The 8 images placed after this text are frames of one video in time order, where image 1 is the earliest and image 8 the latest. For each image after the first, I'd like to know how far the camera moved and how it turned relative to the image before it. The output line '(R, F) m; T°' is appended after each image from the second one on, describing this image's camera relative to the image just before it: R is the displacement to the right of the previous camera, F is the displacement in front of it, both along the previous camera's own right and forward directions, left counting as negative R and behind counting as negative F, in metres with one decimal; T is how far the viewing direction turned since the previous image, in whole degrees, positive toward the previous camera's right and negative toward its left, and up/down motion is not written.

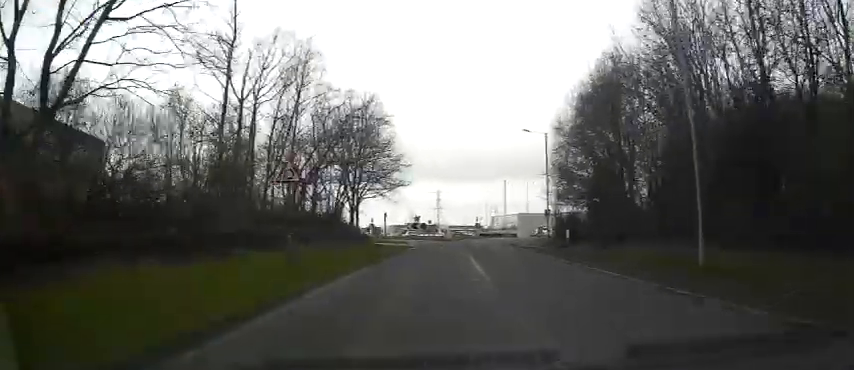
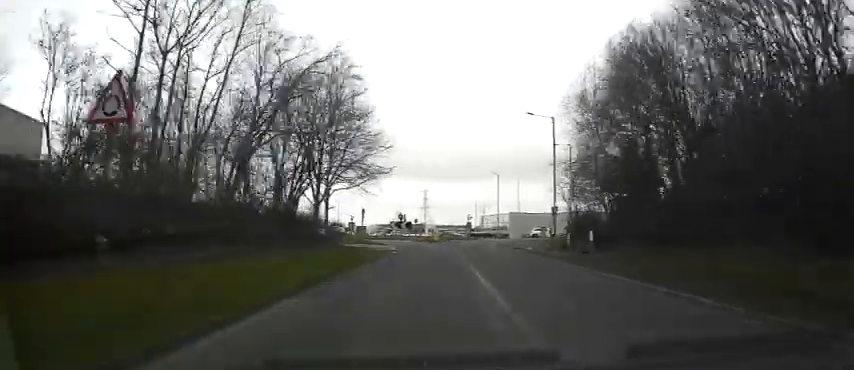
(+0.2, +7.3) m; +3°
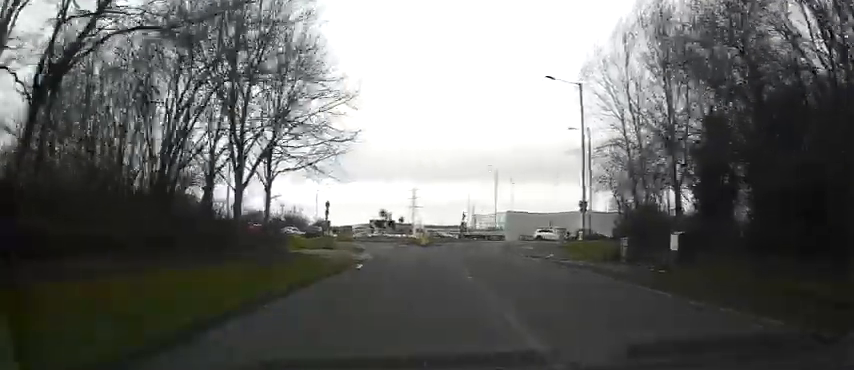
(+0.4, +10.1) m; +3°
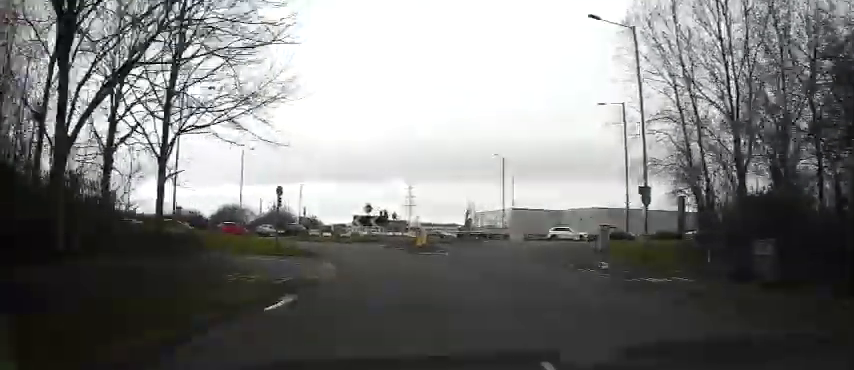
(+0.1, +9.5) m; +1°
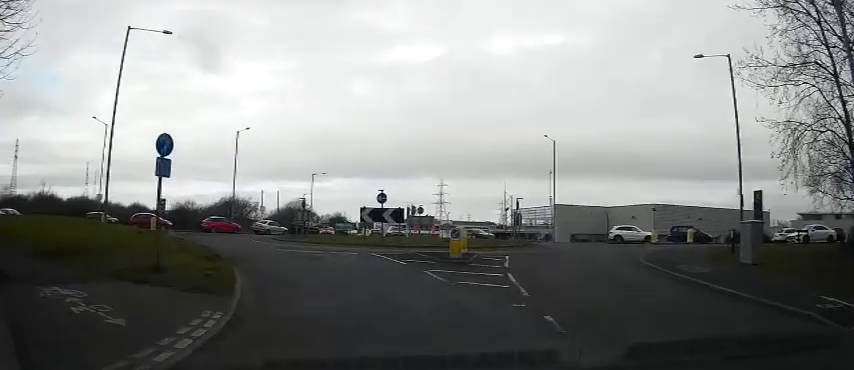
(+0.1, +11.3) m; +2°
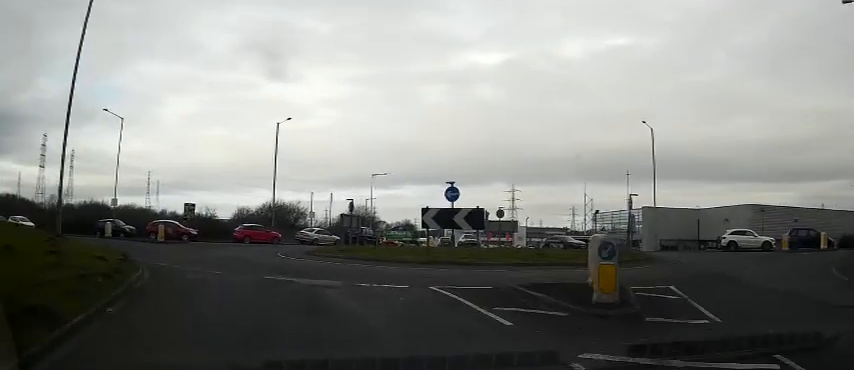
(+0.3, +9.0) m; +1°
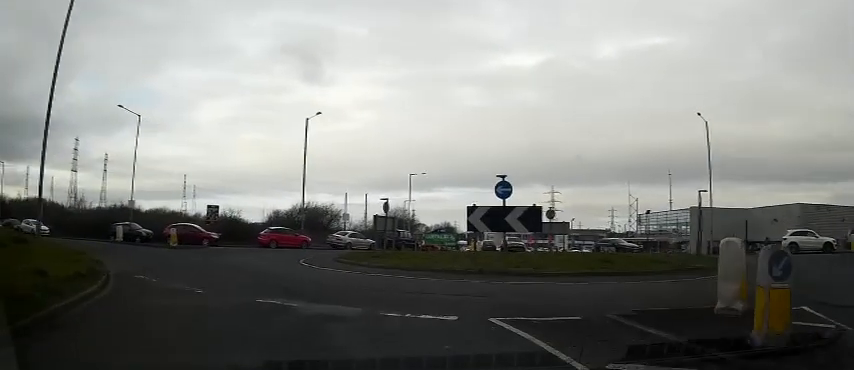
(+0.2, +3.6) m; -3°
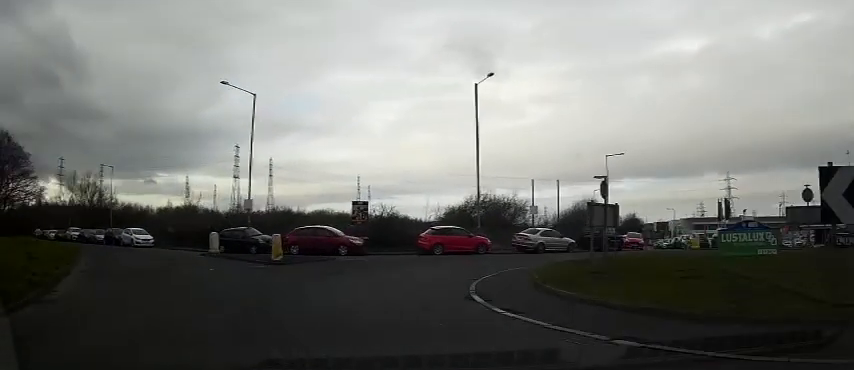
(-2.7, +9.4) m; -35°
